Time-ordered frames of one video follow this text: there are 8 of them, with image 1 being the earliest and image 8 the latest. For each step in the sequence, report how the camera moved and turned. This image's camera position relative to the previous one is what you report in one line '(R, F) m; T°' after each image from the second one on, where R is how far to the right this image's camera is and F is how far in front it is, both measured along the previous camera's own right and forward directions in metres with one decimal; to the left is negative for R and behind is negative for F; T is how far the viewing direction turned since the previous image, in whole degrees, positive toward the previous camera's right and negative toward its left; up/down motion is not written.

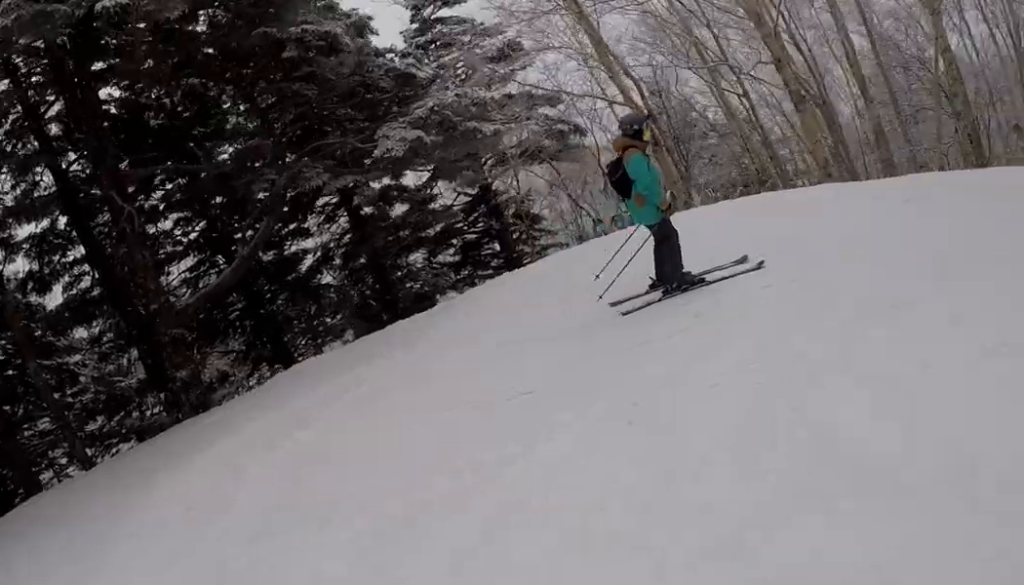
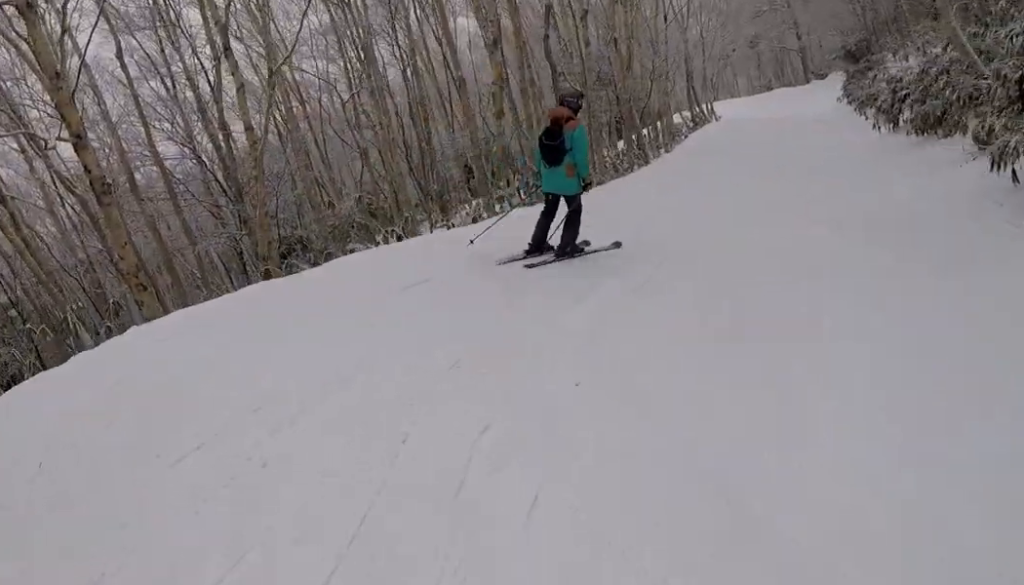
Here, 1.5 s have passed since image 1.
(+2.6, +3.3) m; +58°
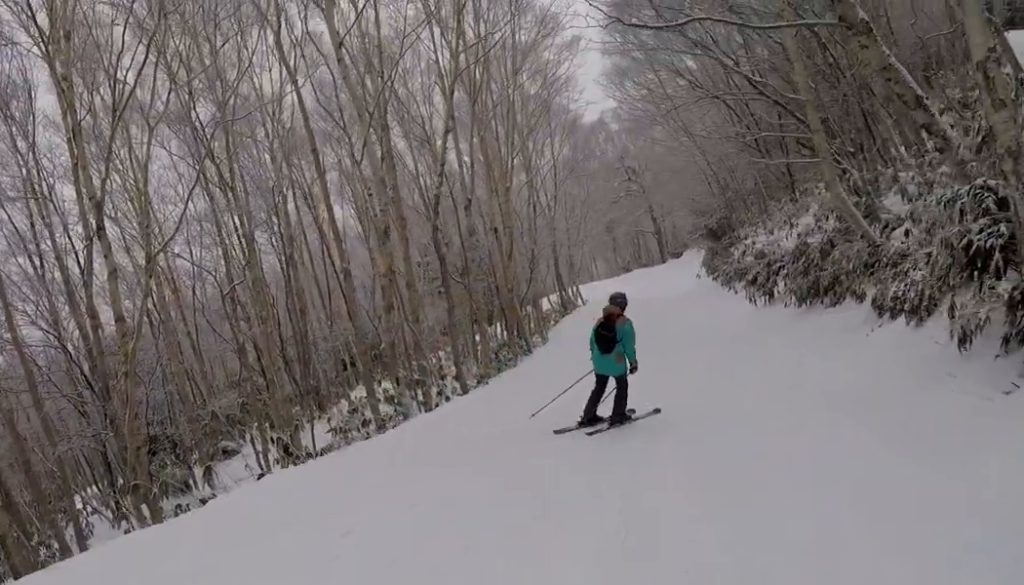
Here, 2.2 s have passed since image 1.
(+0.1, +2.1) m; +18°
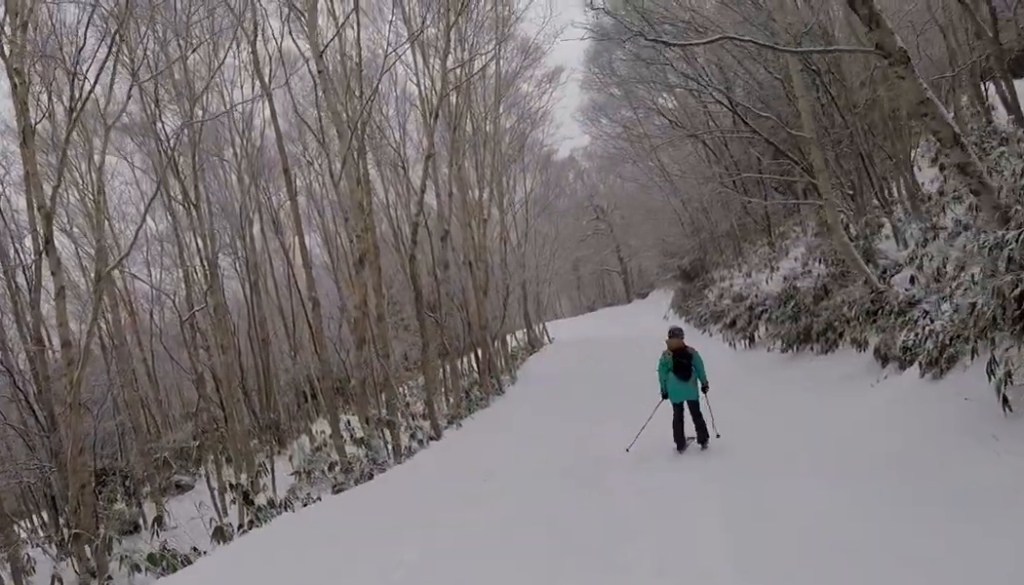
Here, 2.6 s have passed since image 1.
(+0.1, +1.5) m; +12°
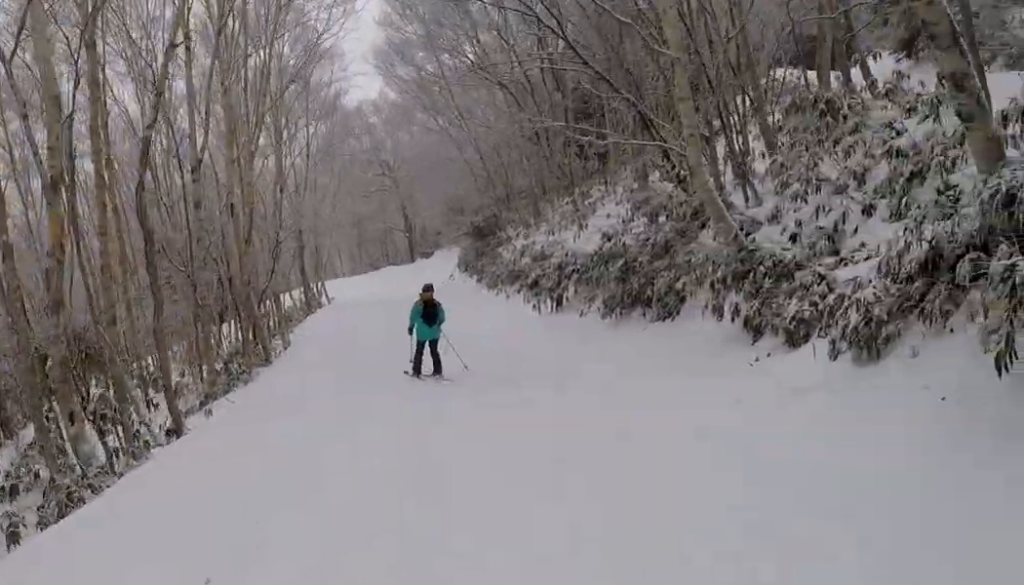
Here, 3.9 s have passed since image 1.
(+1.4, +4.7) m; +18°
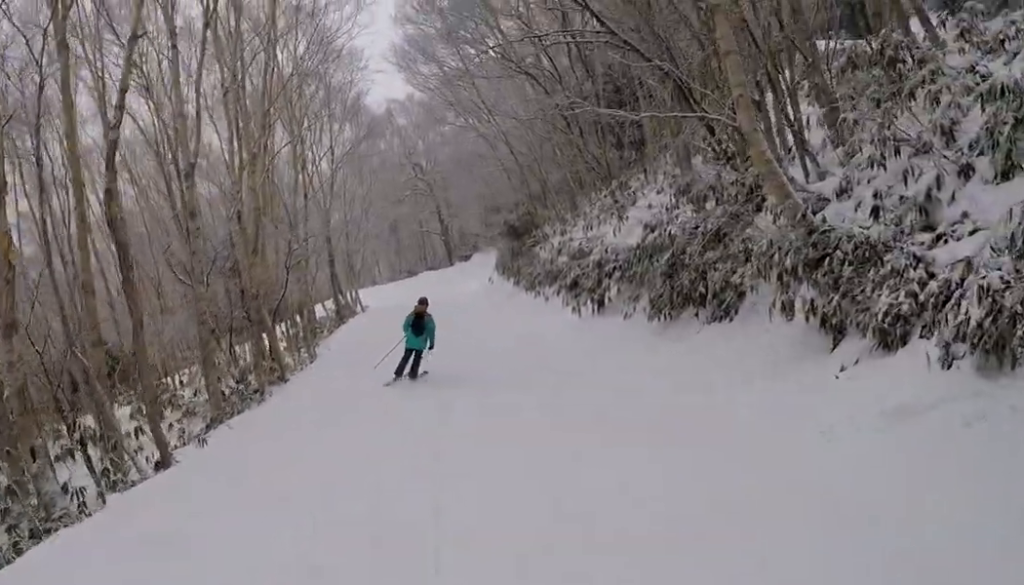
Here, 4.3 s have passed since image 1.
(0.0, +1.9) m; +1°
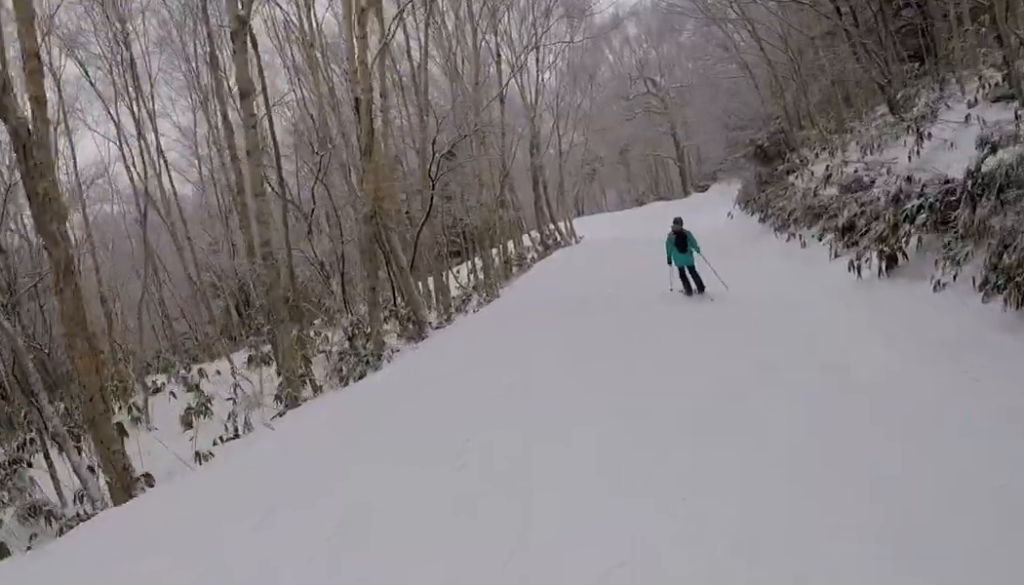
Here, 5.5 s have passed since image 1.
(+0.3, +5.8) m; +8°
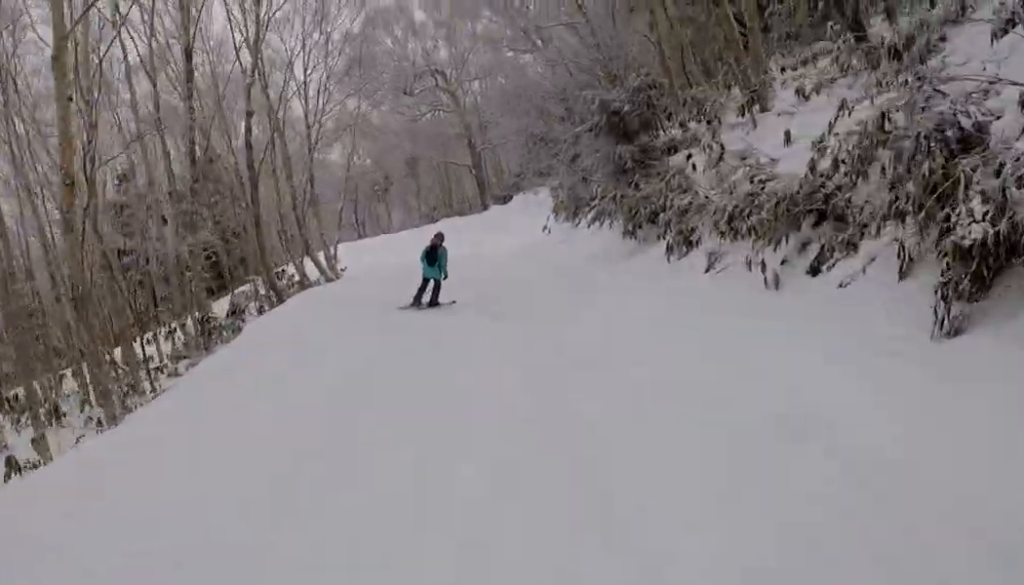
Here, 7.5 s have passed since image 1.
(-0.9, +11.9) m; -18°
